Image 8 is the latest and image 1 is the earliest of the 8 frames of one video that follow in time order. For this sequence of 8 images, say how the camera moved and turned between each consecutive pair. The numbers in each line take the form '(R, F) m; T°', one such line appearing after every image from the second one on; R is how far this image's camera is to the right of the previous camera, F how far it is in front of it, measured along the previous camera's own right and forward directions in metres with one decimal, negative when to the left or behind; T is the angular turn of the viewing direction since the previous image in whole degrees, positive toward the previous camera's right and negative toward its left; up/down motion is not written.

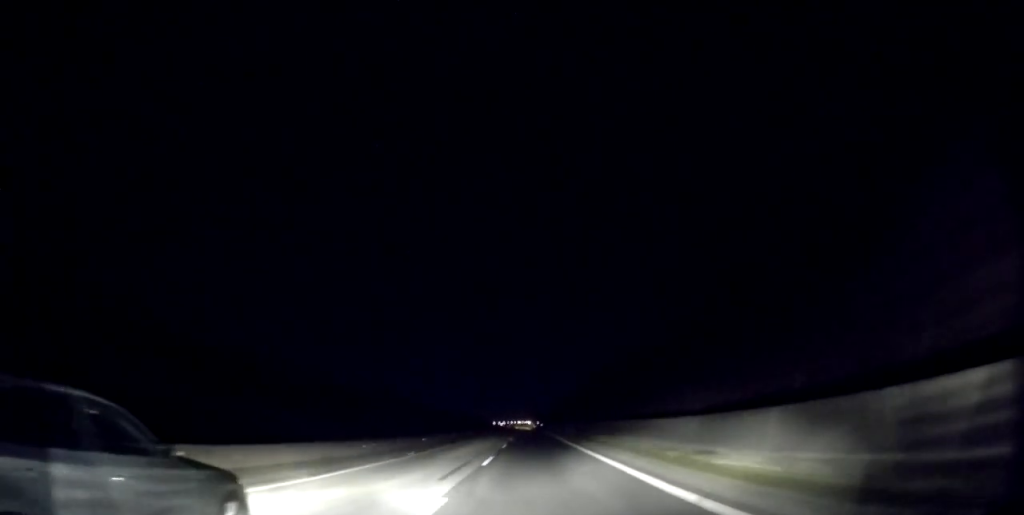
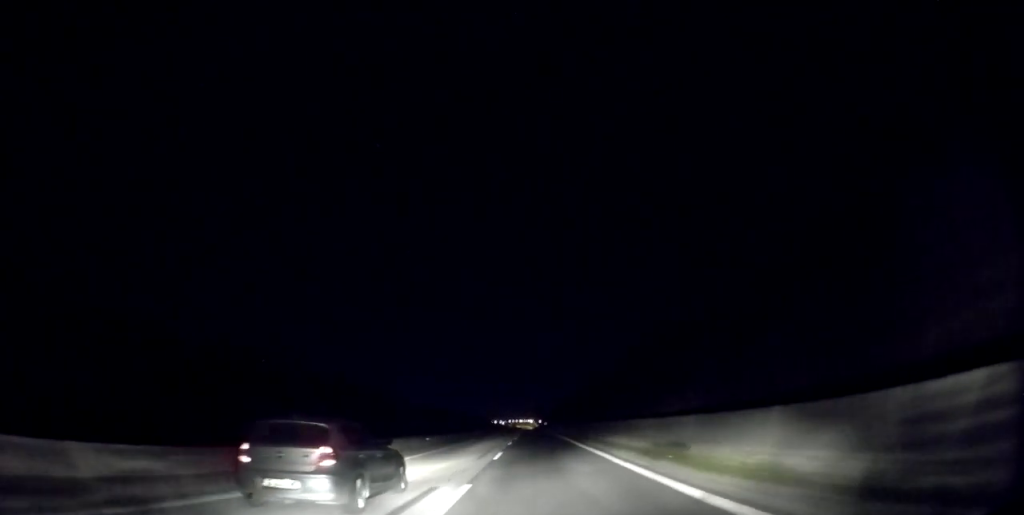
(+0.5, +23.3) m; 0°
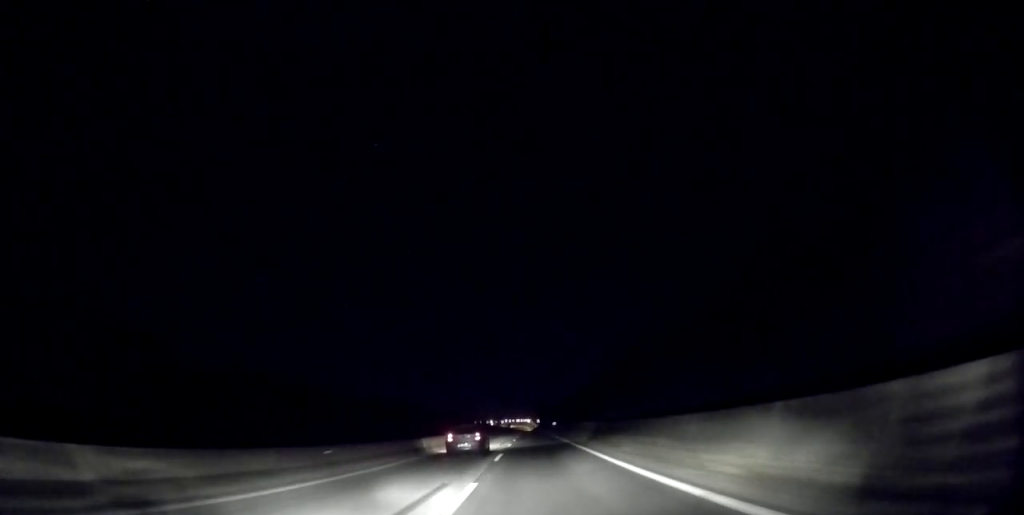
(-1.1, +75.6) m; -1°
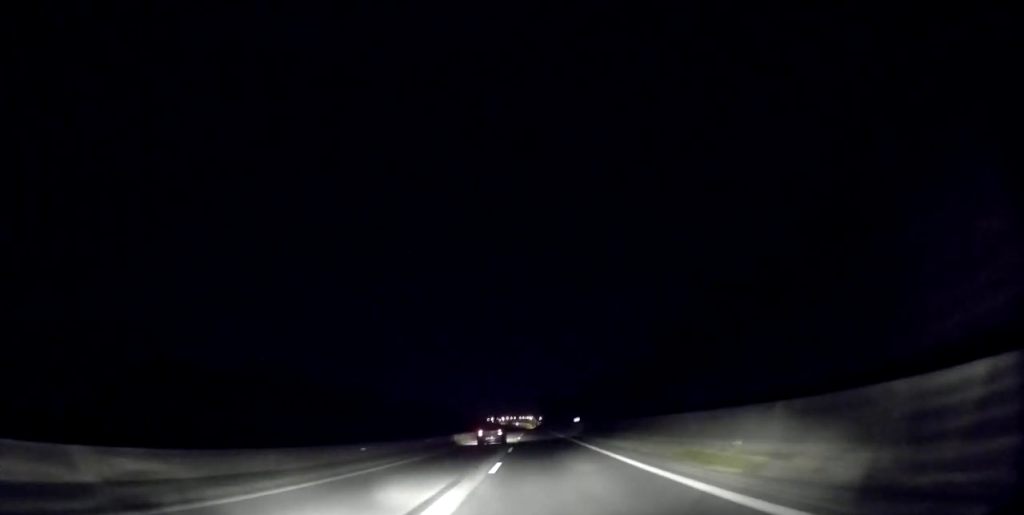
(+0.4, +44.0) m; 0°
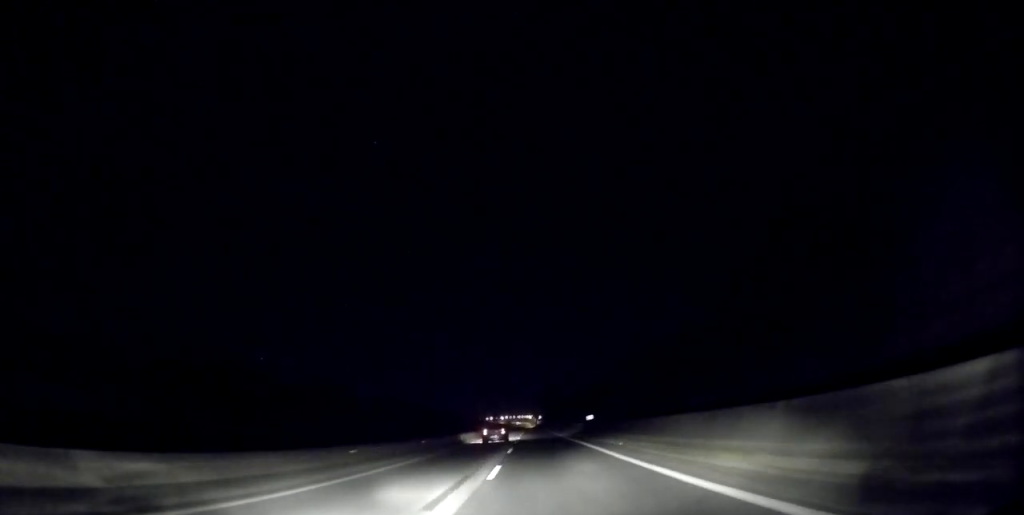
(0.0, +13.0) m; 0°
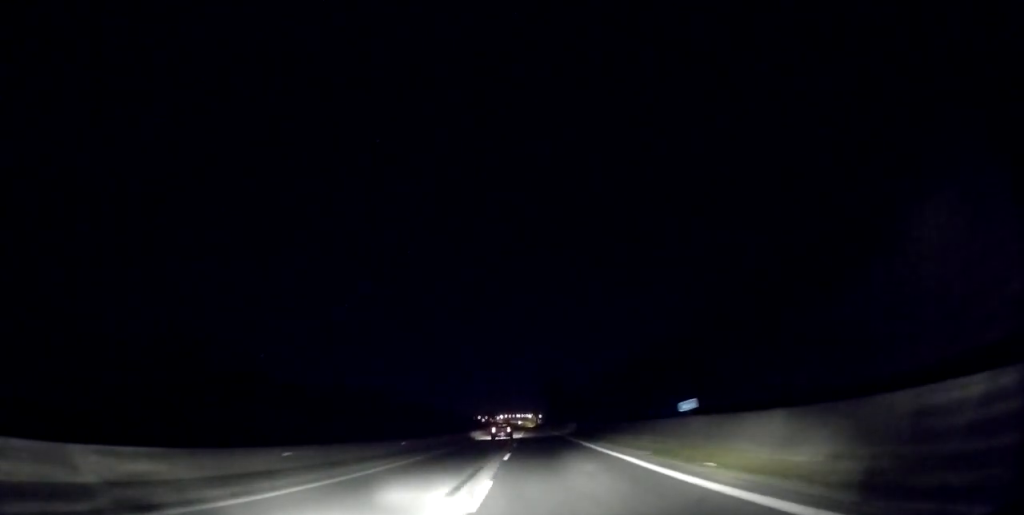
(0.0, +28.8) m; +1°
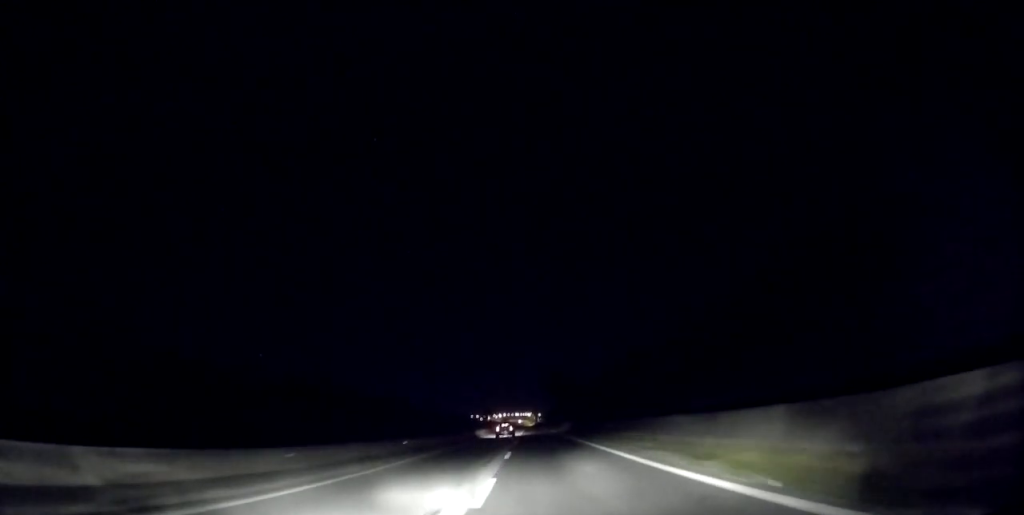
(+0.2, +23.1) m; 0°
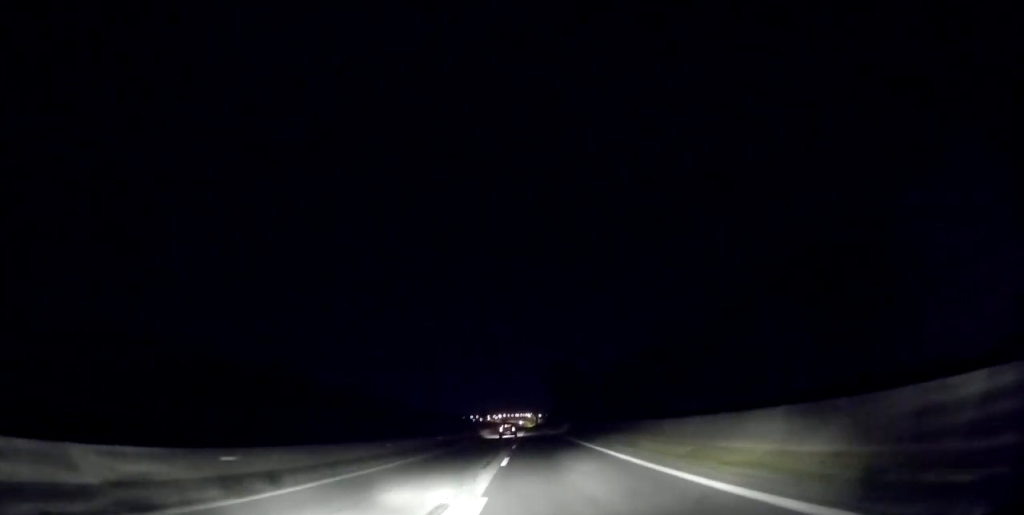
(+0.1, +14.7) m; 0°
